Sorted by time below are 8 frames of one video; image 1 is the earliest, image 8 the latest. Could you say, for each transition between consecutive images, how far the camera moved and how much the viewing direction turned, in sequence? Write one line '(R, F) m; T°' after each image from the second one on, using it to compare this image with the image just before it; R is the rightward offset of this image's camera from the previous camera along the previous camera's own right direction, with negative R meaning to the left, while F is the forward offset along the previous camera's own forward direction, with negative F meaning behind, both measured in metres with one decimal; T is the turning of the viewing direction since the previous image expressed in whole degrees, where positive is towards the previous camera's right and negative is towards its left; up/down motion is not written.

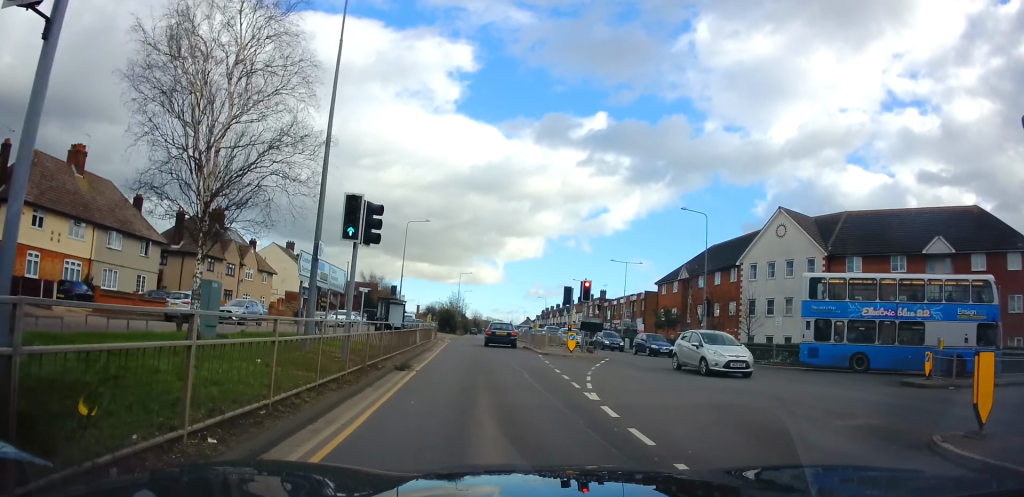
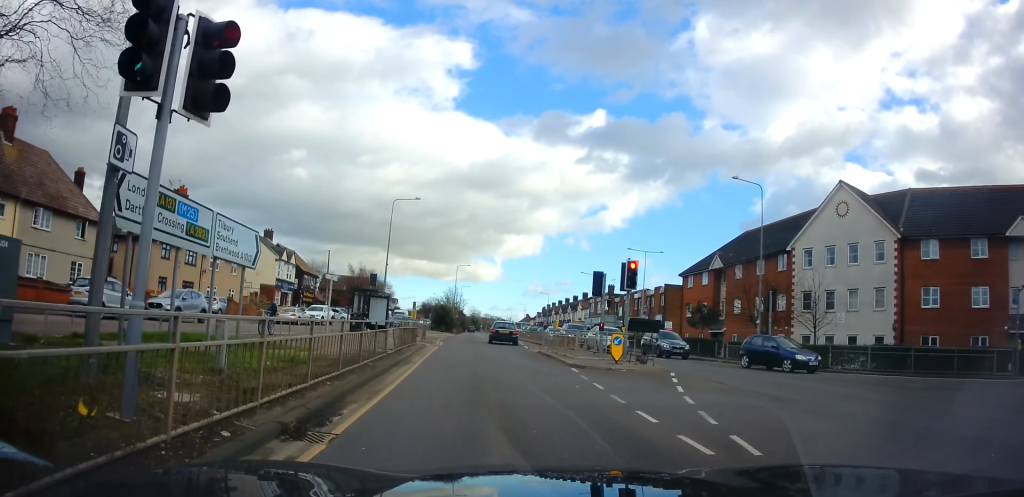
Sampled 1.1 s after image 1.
(0.0, +8.0) m; 0°
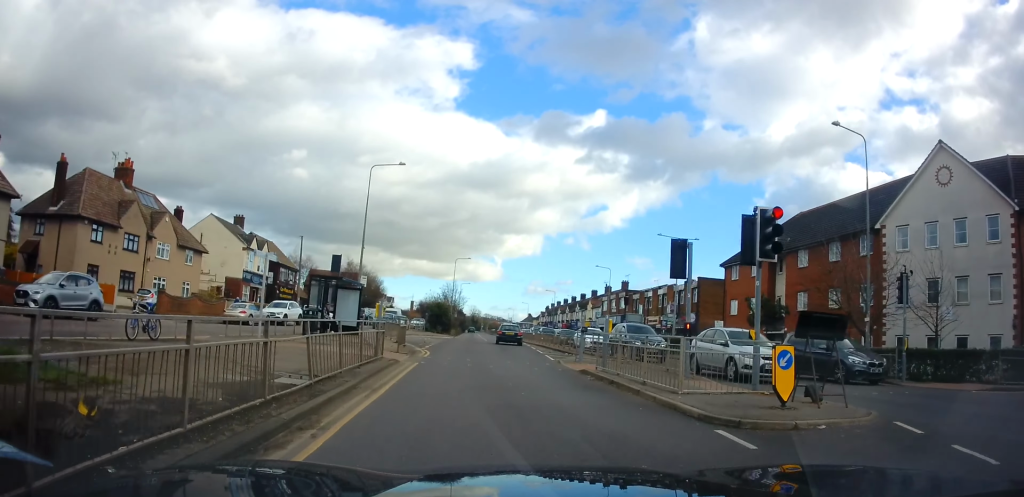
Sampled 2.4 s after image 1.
(0.0, +9.3) m; 0°
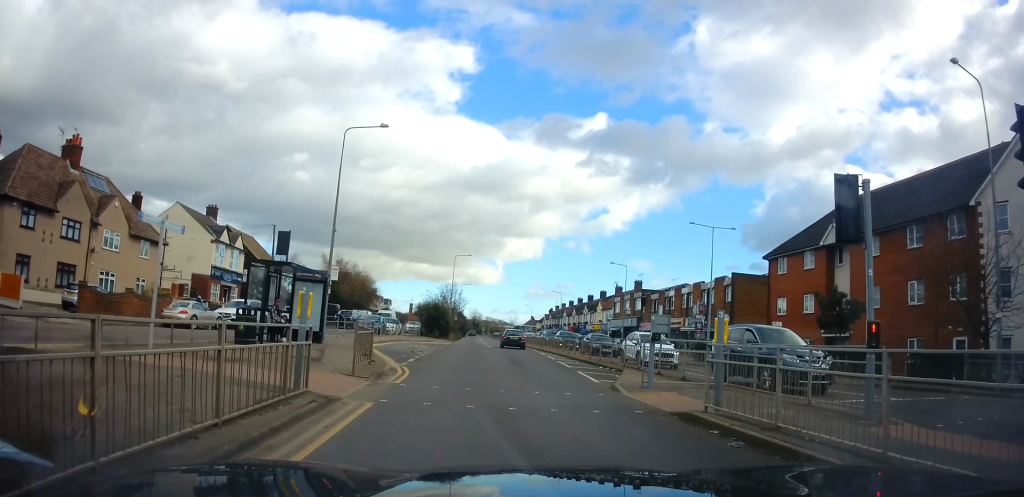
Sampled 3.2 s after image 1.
(0.0, +7.0) m; 0°
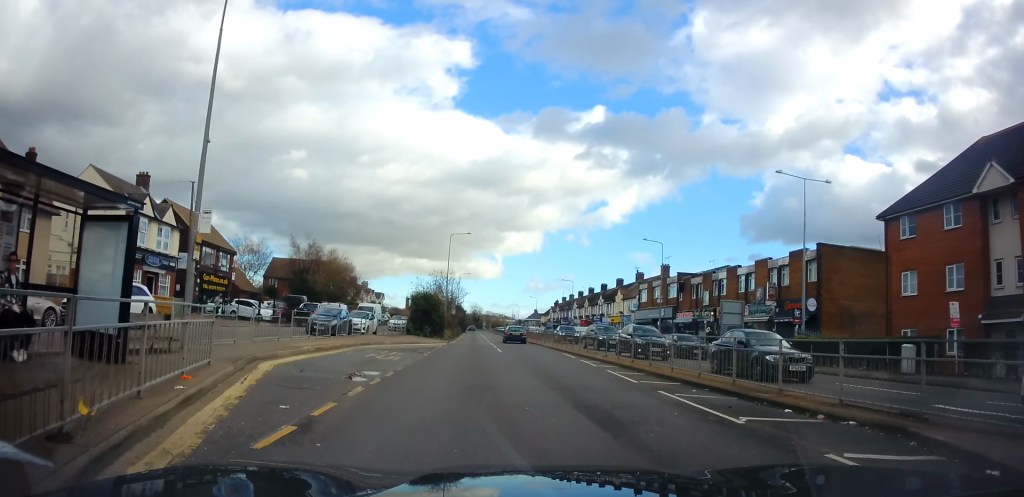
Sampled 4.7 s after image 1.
(0.0, +12.8) m; 0°
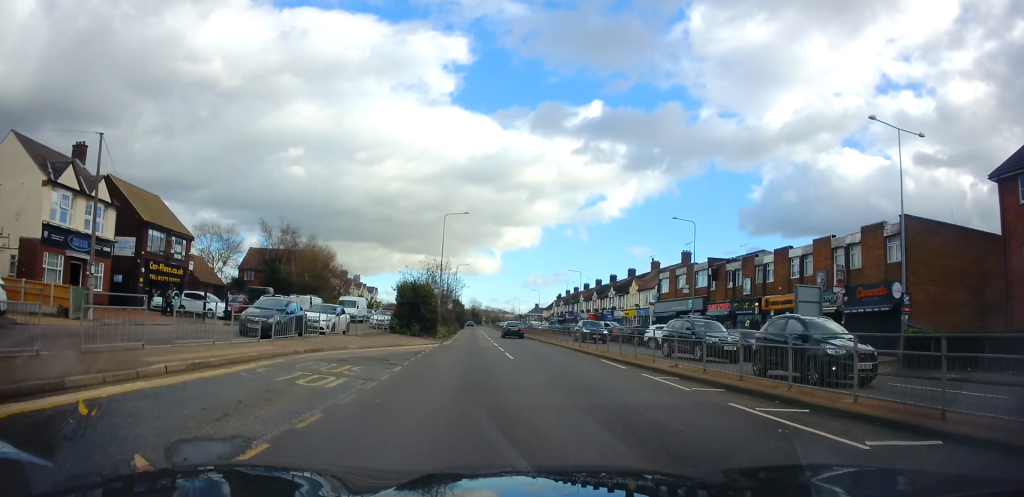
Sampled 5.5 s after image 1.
(0.0, +8.3) m; 0°
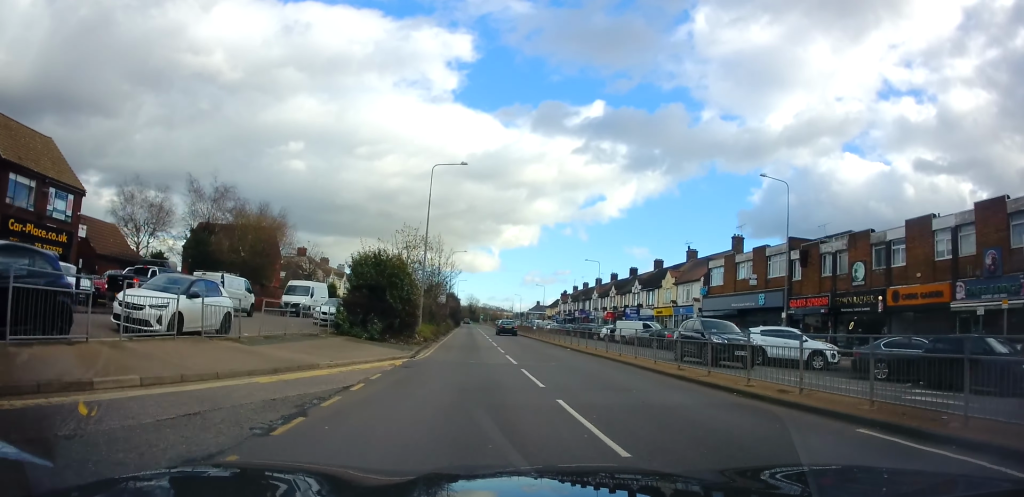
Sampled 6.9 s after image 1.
(0.0, +14.1) m; +2°
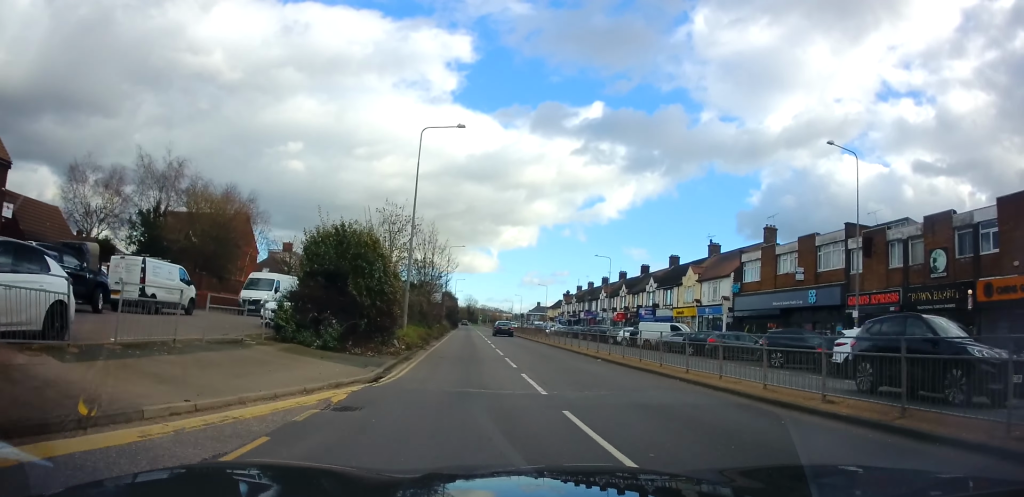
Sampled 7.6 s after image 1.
(+0.1, +6.7) m; +1°
